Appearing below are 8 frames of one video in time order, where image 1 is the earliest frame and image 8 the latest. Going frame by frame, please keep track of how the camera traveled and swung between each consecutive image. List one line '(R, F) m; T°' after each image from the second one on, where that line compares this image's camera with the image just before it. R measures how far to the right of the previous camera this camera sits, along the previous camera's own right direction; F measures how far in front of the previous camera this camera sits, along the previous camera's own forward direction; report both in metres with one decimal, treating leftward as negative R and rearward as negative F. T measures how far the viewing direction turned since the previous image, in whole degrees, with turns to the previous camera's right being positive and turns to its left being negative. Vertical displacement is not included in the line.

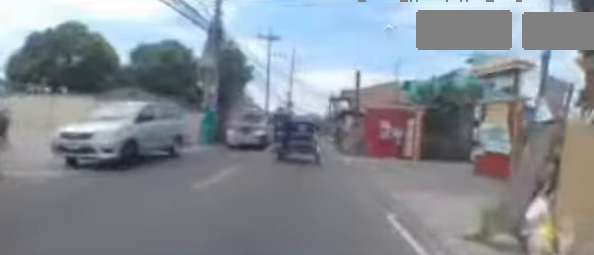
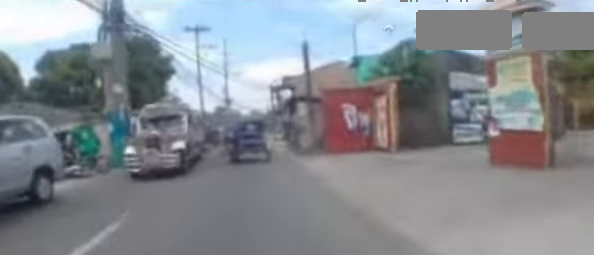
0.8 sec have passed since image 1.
(+0.5, +4.1) m; +2°
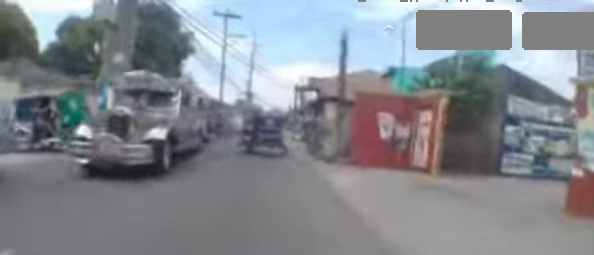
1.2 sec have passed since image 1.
(0.0, +2.4) m; -1°
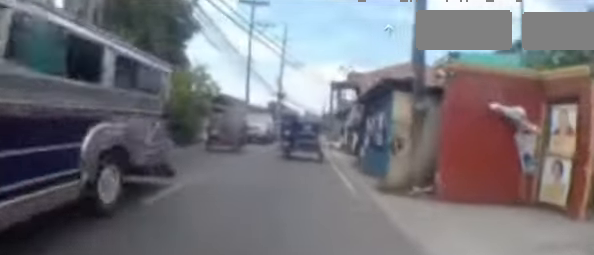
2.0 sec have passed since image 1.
(-0.2, +4.2) m; -5°
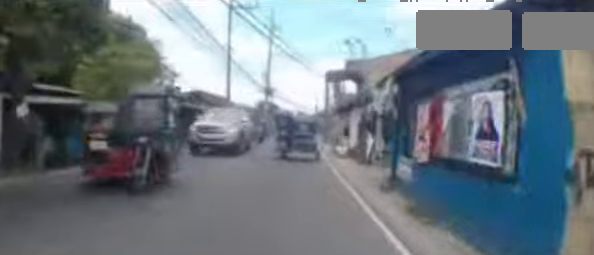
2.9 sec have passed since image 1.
(-0.2, +4.6) m; +4°
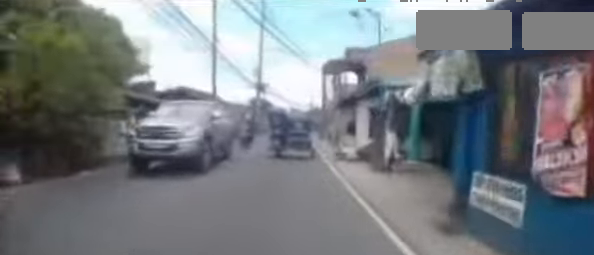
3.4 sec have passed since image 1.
(+0.2, +2.9) m; +1°
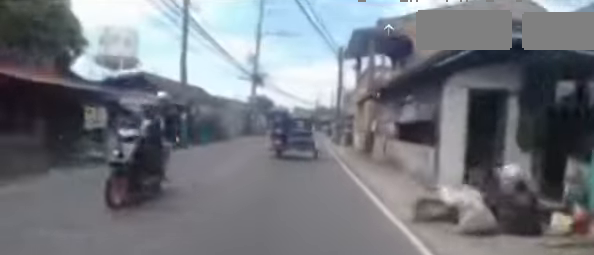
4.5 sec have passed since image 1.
(+0.2, +7.2) m; -1°
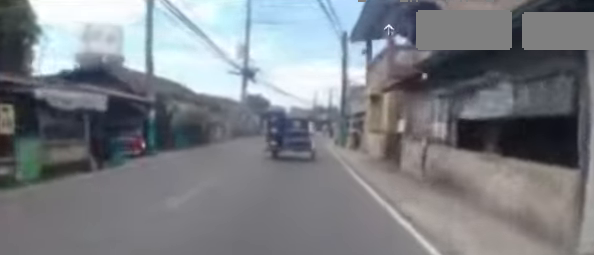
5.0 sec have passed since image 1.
(-0.1, +3.1) m; -2°
